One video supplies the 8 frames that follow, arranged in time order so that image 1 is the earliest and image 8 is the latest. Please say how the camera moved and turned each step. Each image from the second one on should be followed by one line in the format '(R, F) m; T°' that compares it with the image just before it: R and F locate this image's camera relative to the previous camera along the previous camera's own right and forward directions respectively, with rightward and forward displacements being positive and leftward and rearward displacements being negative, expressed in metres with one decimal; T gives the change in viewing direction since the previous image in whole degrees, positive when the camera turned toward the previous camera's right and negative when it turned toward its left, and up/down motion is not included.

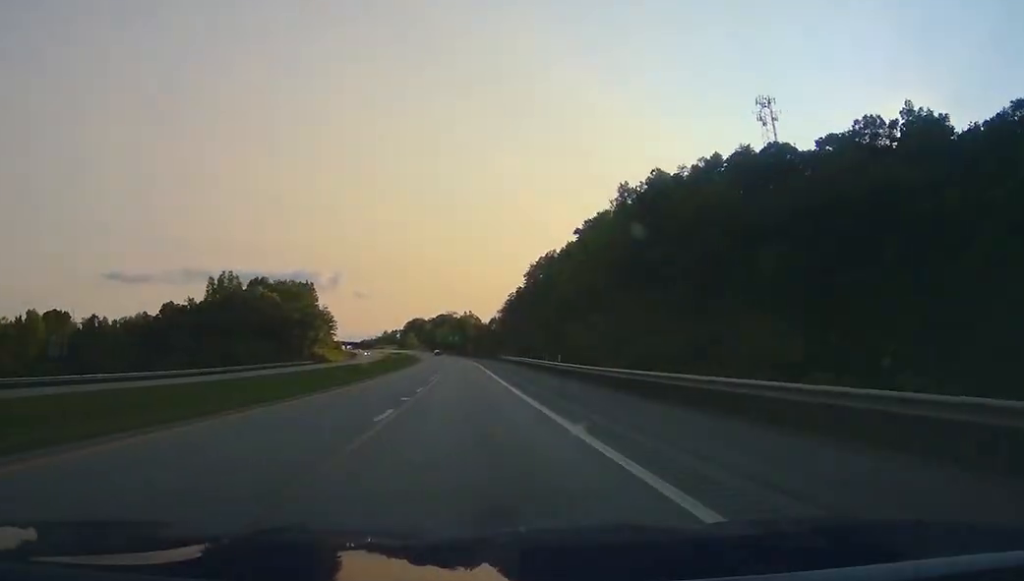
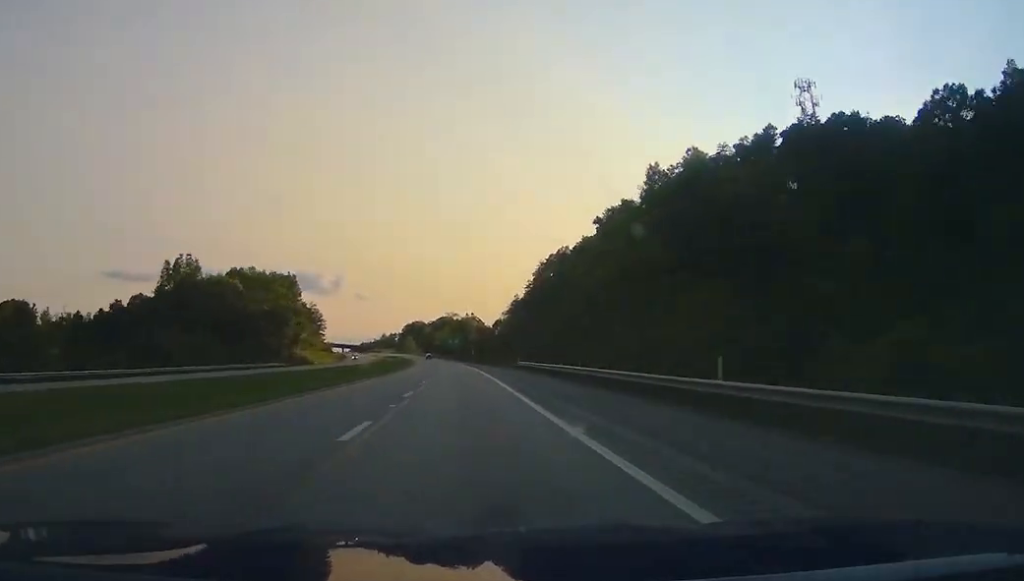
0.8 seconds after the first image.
(0.0, +27.8) m; 0°
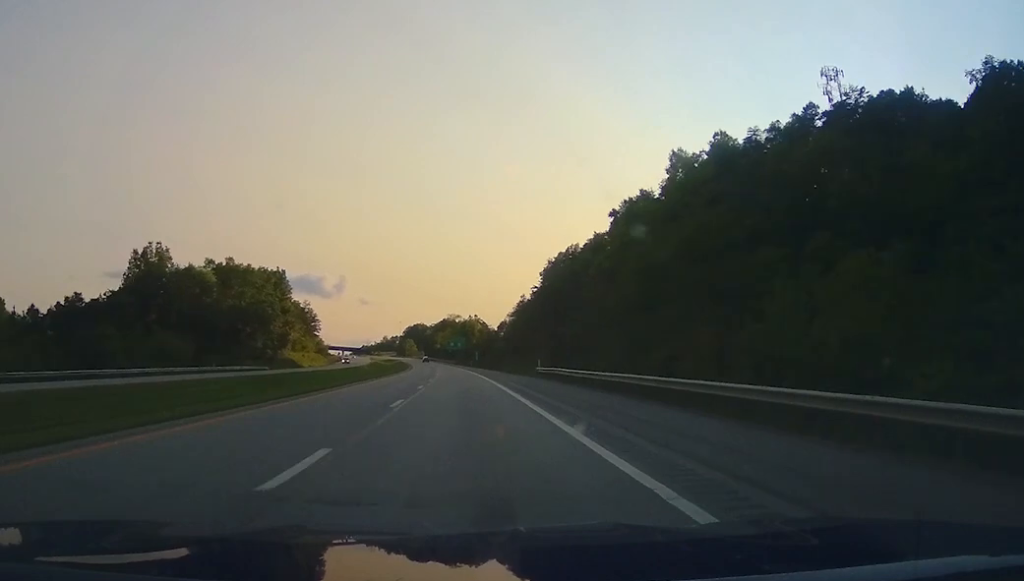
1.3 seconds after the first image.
(+0.1, +16.2) m; 0°
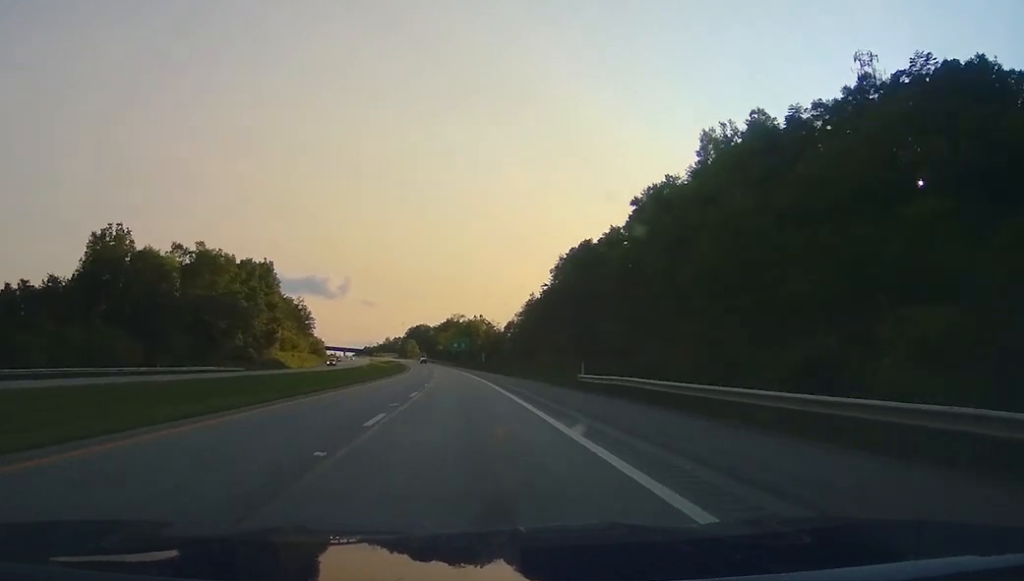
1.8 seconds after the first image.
(+0.1, +17.4) m; 0°
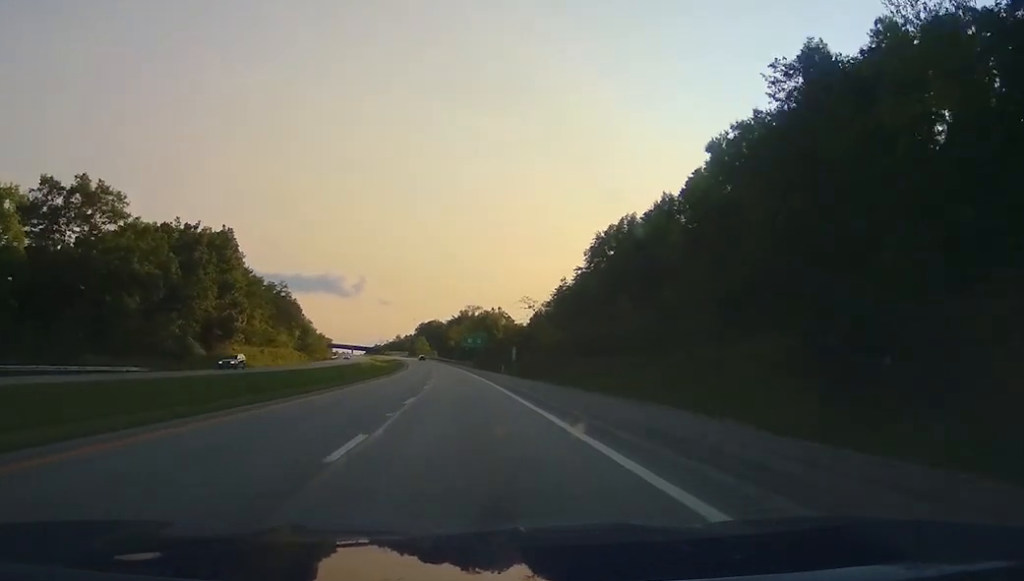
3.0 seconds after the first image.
(-0.3, +41.9) m; 0°
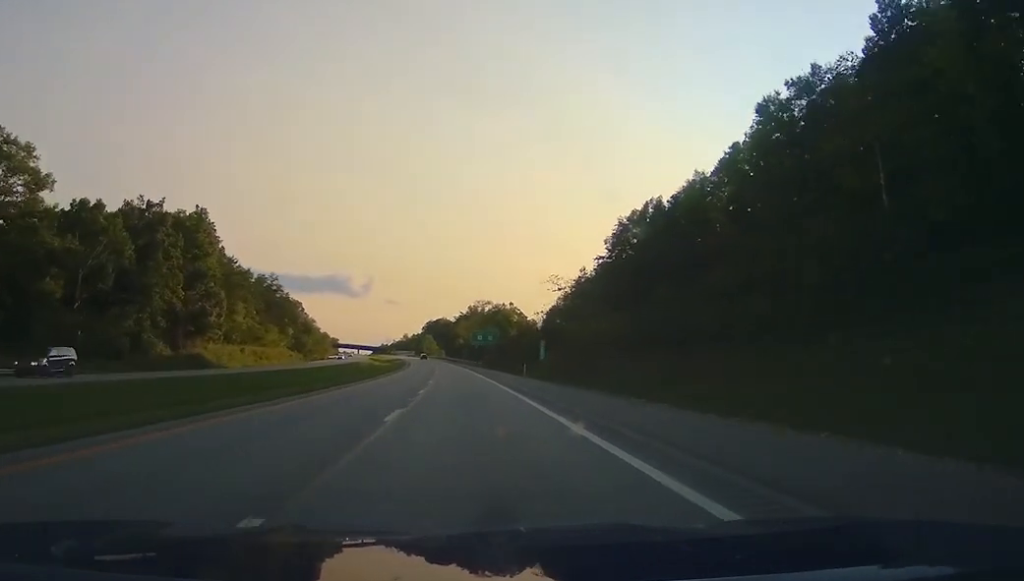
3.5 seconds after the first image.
(+0.2, +18.6) m; -1°
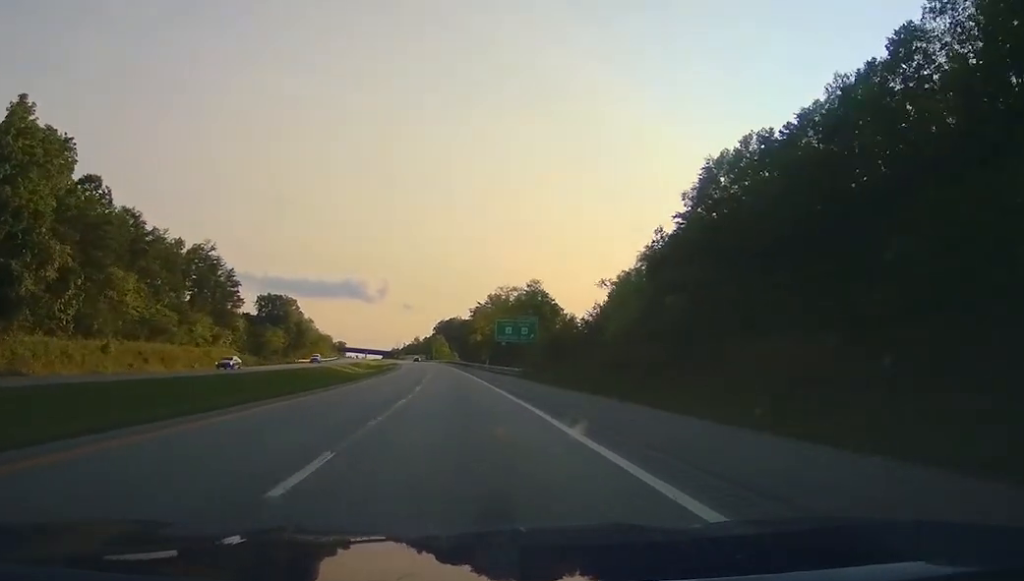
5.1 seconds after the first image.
(-1.7, +56.8) m; -3°
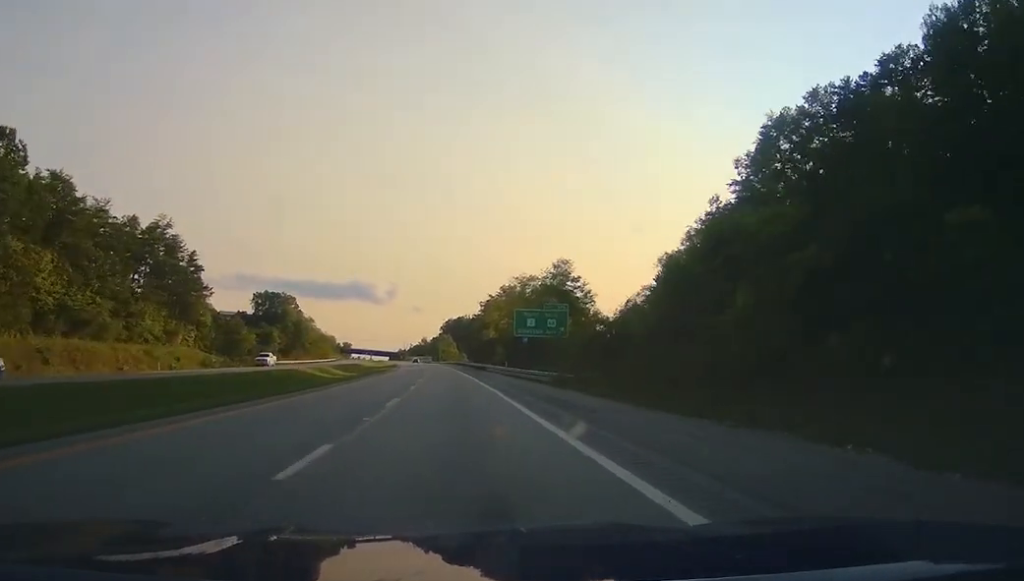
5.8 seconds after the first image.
(-0.1, +23.2) m; -1°
